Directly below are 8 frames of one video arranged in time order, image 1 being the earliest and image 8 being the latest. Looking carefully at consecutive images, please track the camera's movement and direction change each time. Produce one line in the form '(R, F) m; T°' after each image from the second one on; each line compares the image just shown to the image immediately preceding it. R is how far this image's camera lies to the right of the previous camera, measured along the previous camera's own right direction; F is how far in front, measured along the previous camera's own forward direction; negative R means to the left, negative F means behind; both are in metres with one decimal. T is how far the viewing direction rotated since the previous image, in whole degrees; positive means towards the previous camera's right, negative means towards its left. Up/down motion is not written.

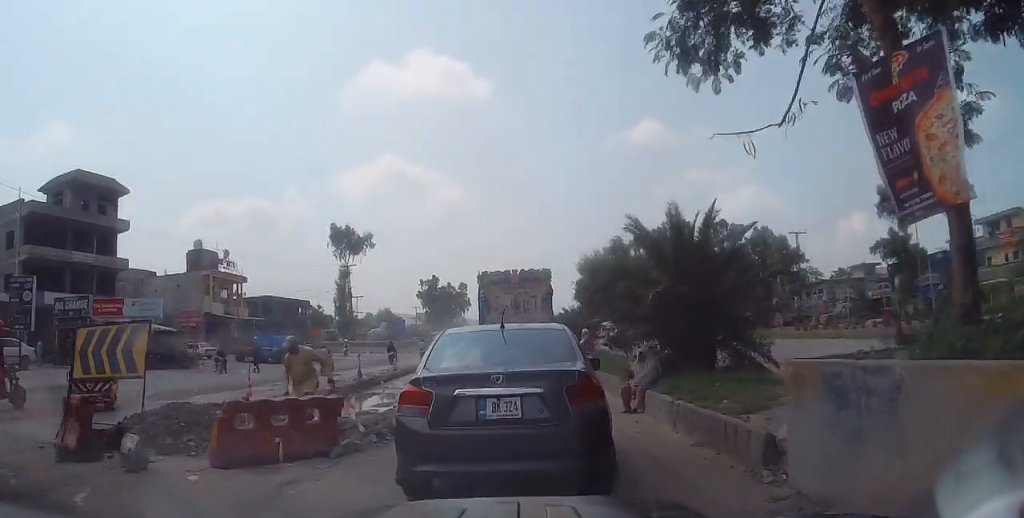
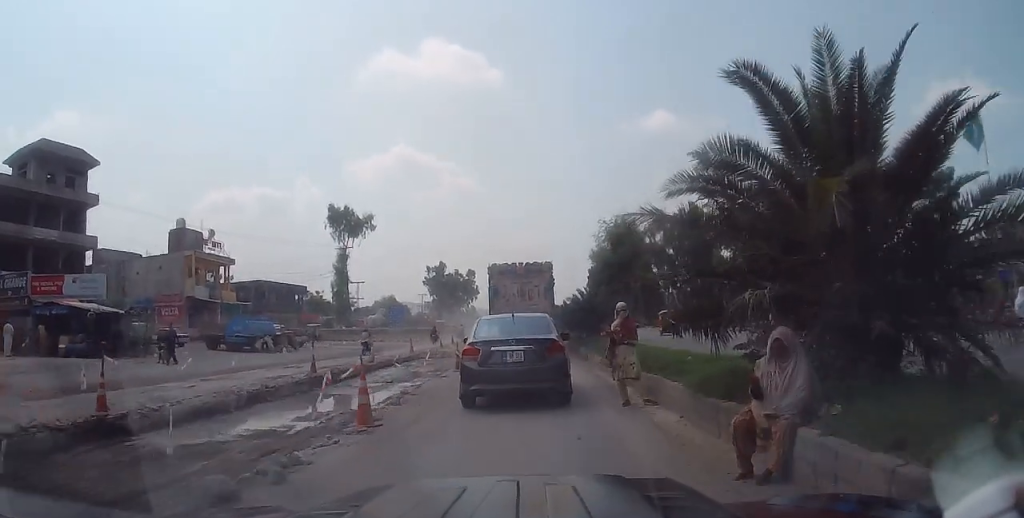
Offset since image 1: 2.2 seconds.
(+0.2, +6.3) m; -6°
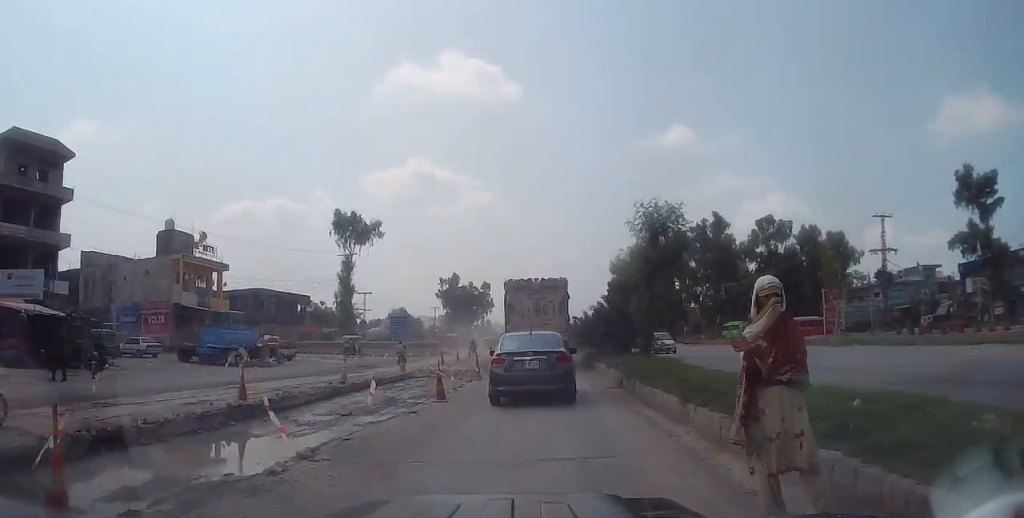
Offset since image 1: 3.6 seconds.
(-0.6, +6.0) m; -4°
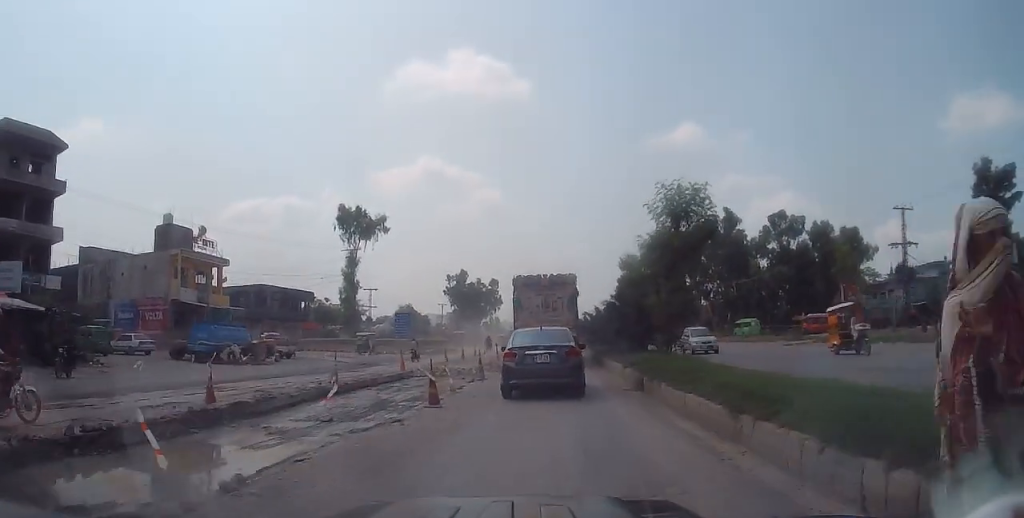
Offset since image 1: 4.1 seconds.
(0.0, +1.9) m; +1°
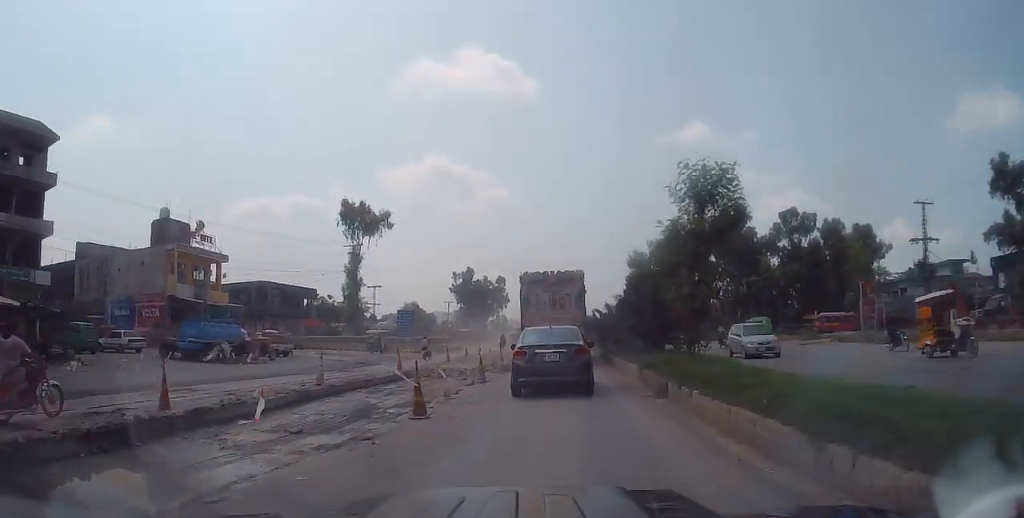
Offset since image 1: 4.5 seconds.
(0.0, +2.0) m; +2°
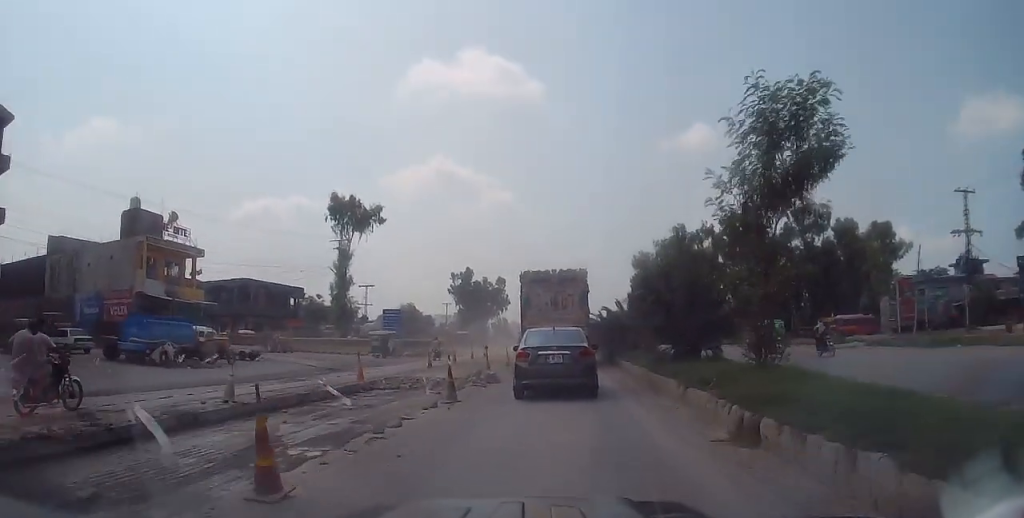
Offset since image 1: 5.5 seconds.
(+0.2, +5.4) m; +4°
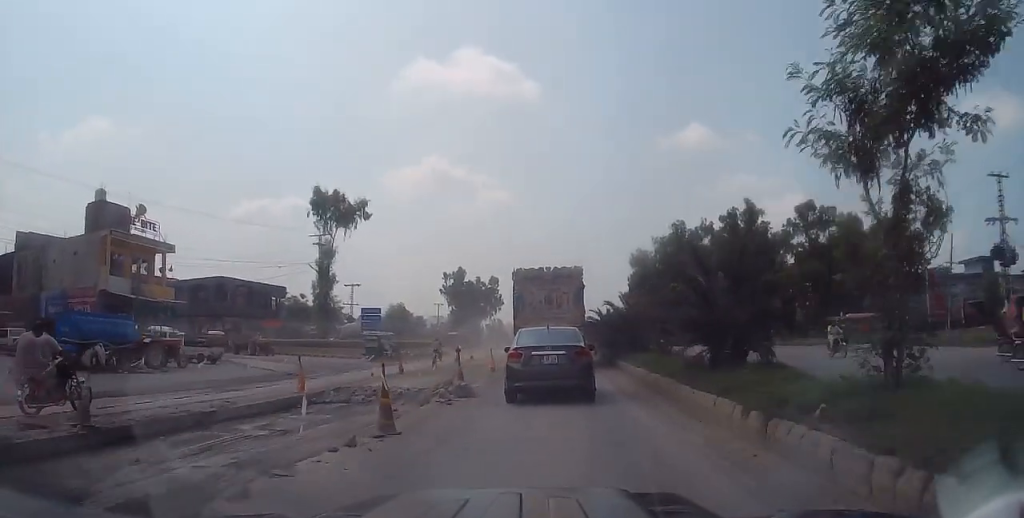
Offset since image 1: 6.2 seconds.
(+0.3, +4.5) m; 0°
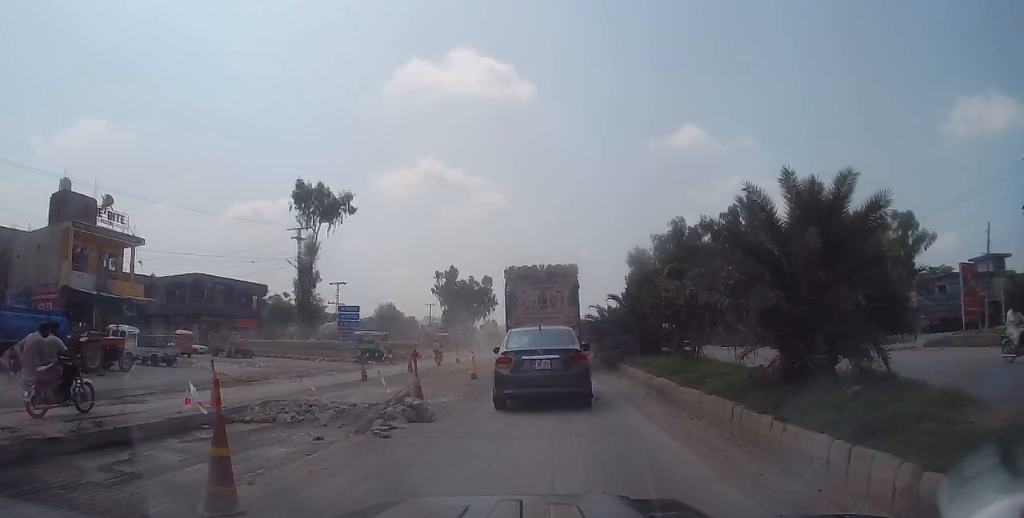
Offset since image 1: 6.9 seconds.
(-0.3, +4.2) m; -3°
